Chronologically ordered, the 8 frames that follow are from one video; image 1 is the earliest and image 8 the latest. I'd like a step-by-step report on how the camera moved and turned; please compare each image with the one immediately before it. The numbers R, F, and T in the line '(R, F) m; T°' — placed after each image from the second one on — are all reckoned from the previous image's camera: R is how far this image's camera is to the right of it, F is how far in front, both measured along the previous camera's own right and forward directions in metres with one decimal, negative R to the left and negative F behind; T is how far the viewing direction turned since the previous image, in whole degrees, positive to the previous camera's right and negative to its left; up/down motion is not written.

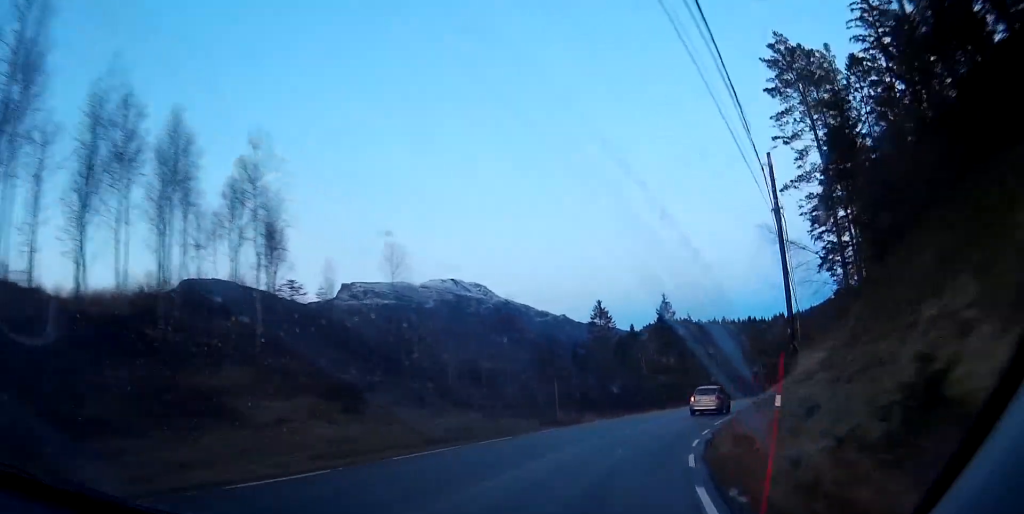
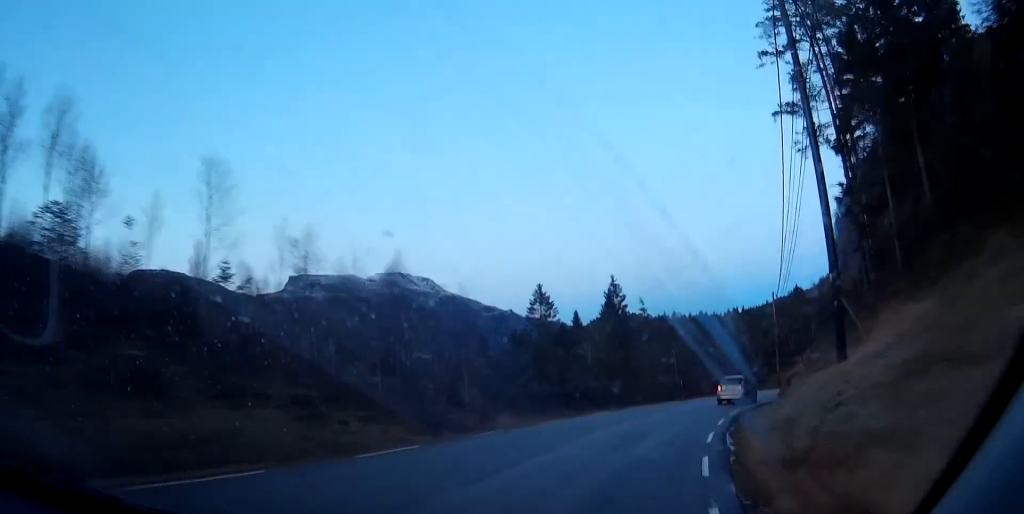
(+0.3, +13.6) m; +4°
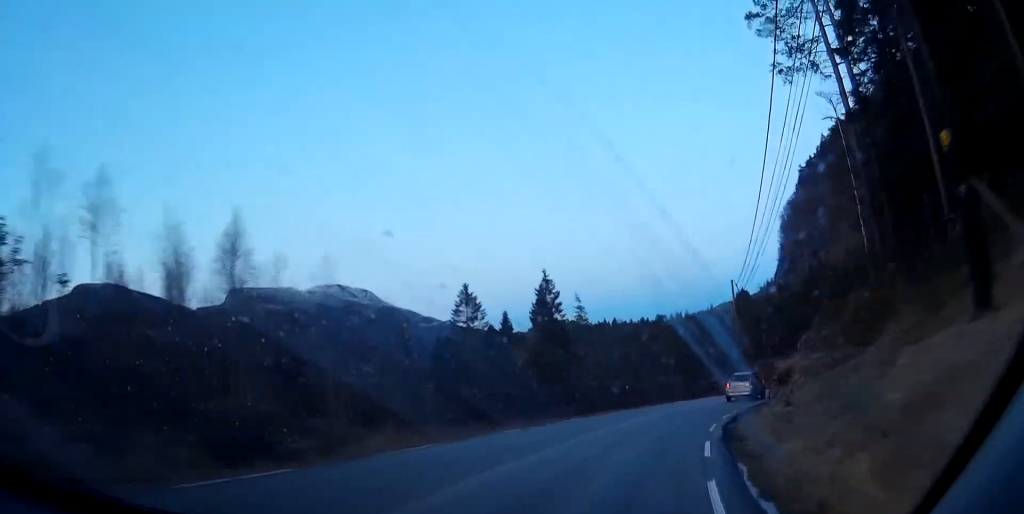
(+0.1, +10.7) m; +4°
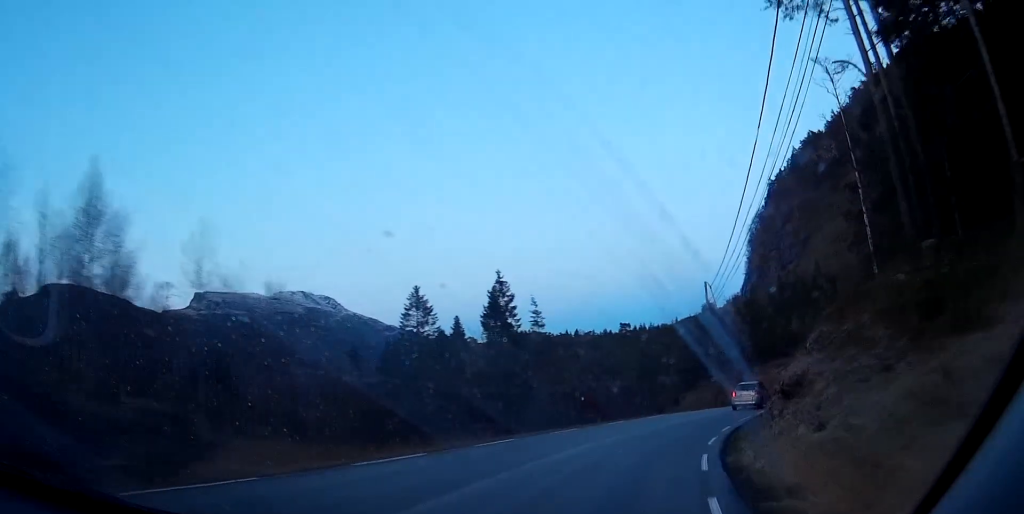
(+0.4, +6.8) m; +3°
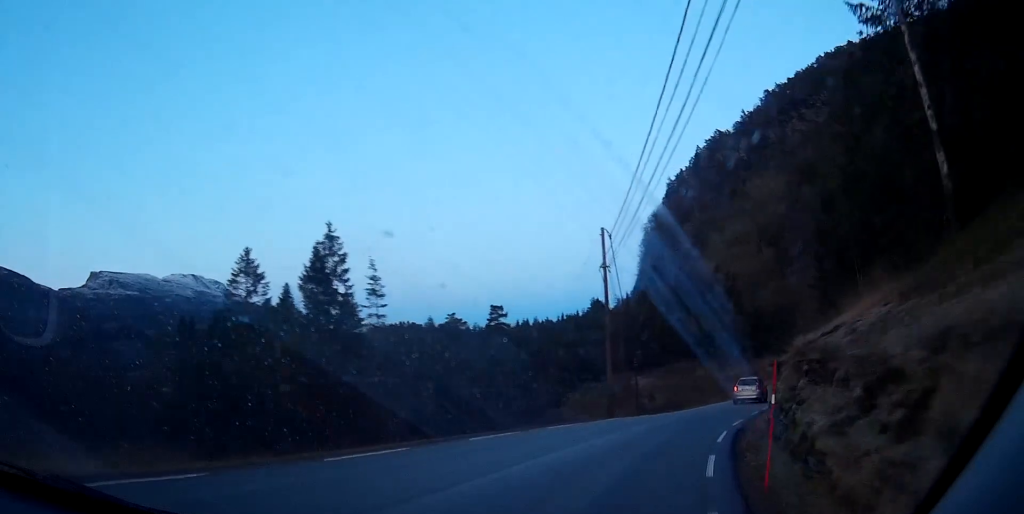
(+1.4, +19.4) m; +8°
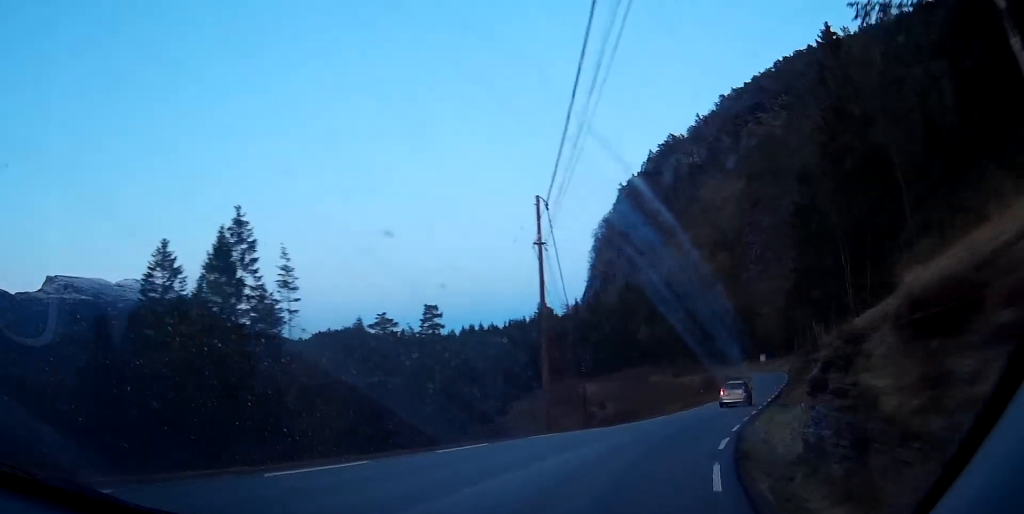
(+0.3, +7.7) m; +3°
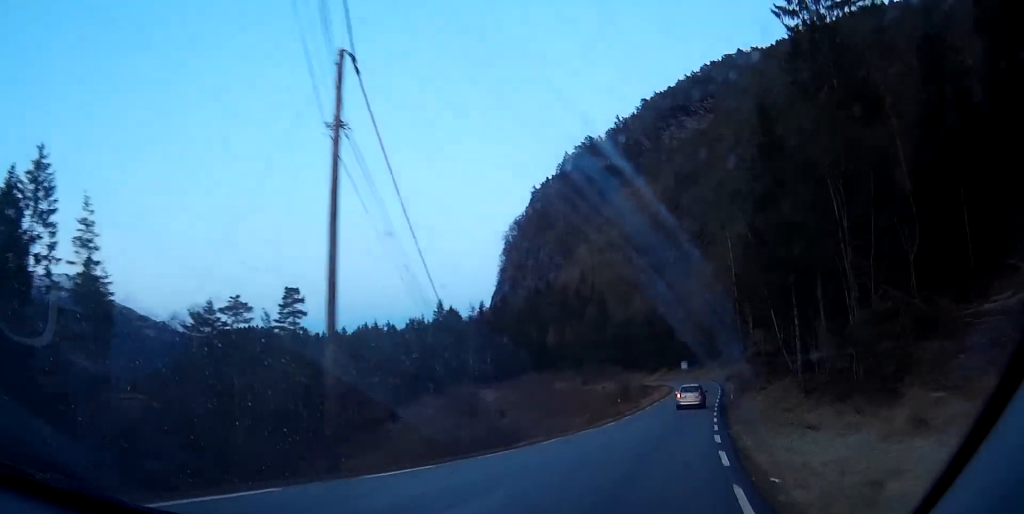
(+0.6, +14.9) m; +5°
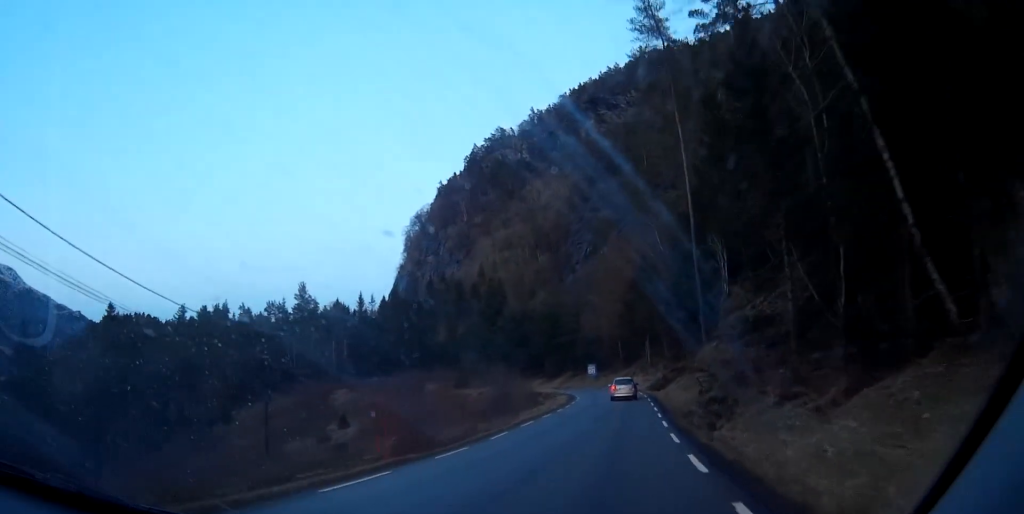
(+3.0, +32.2) m; +8°
